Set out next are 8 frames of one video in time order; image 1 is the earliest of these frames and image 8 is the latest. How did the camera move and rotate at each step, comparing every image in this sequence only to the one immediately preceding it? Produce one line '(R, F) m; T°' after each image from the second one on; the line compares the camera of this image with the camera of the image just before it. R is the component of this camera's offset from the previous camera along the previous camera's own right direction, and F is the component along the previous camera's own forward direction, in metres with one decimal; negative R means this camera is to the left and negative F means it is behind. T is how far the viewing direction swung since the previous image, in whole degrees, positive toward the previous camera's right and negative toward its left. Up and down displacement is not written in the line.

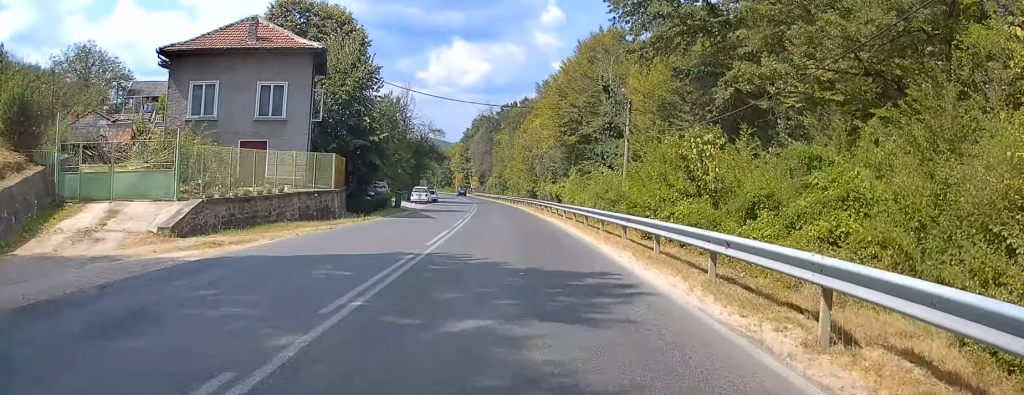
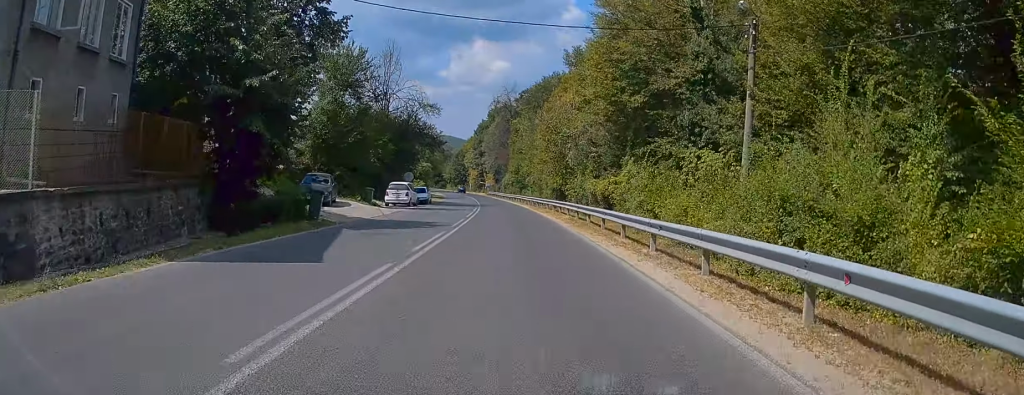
(-0.3, +19.8) m; -1°
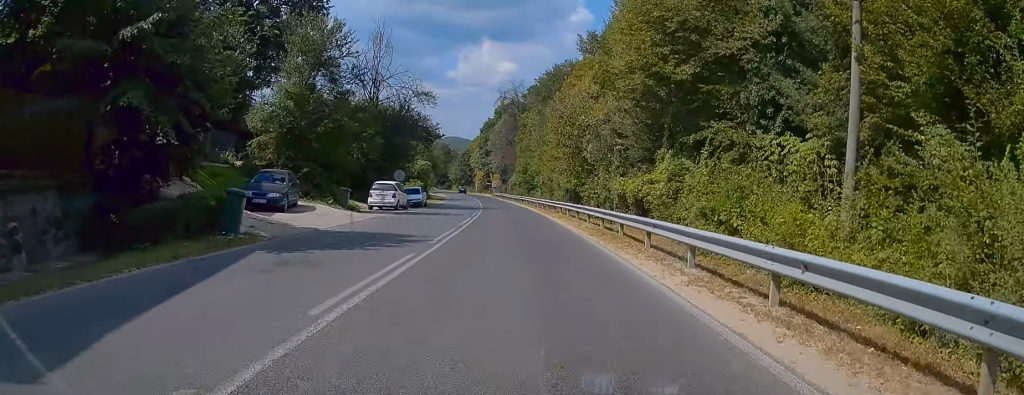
(0.0, +6.9) m; -1°
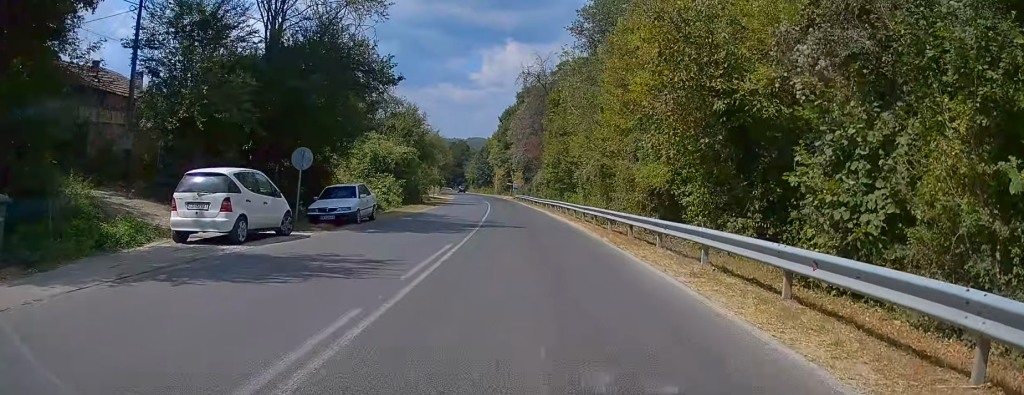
(-0.6, +23.2) m; -2°
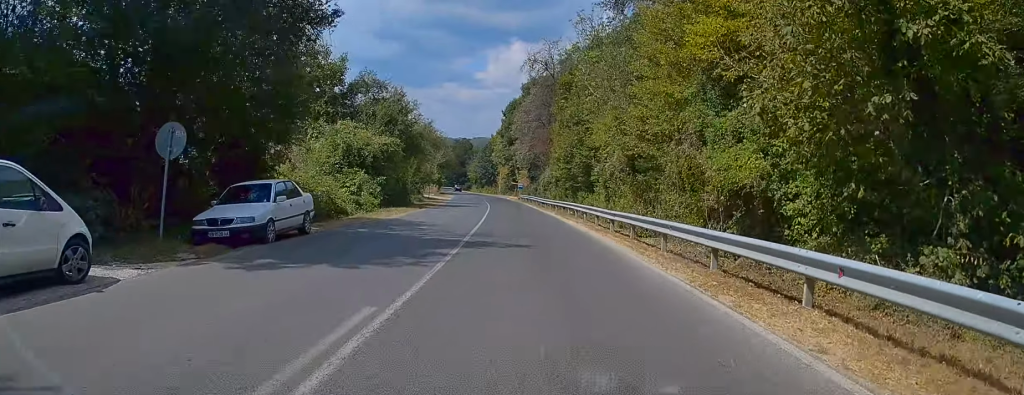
(0.0, +8.4) m; 0°
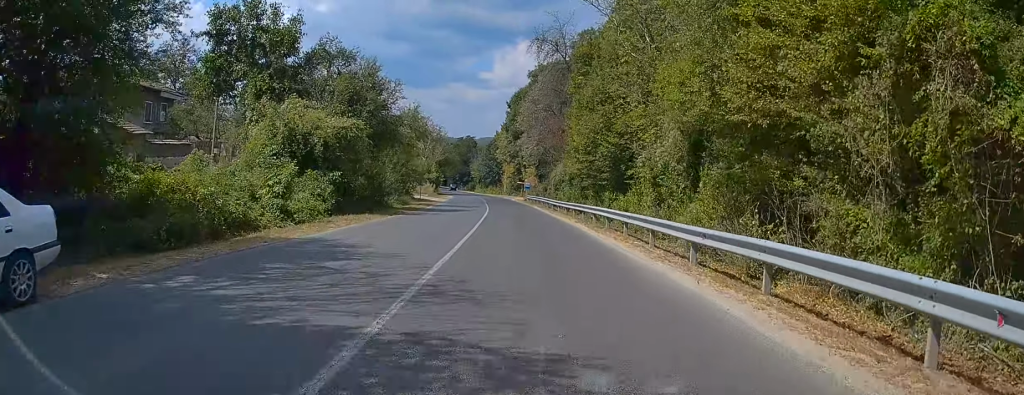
(0.0, +10.6) m; 0°
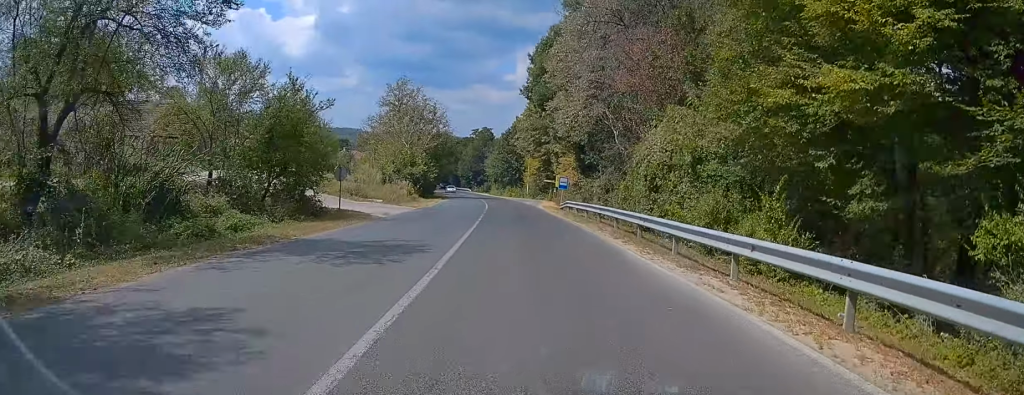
(-0.6, +34.1) m; -3°
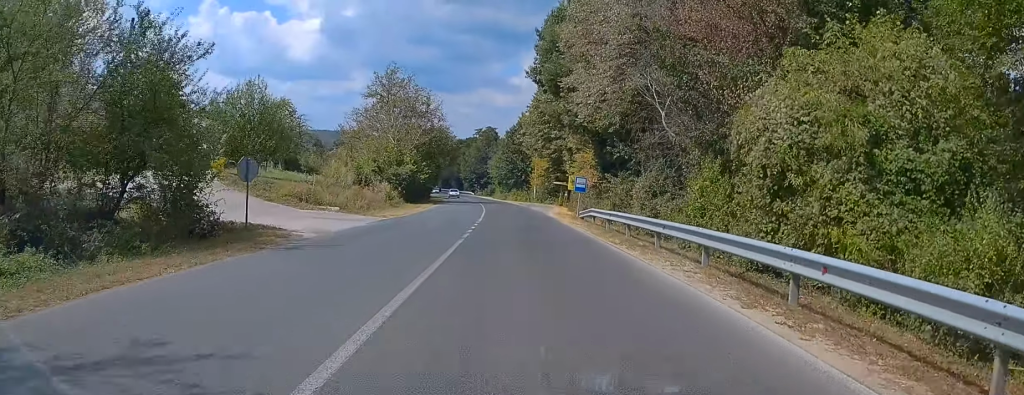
(-0.2, +10.7) m; -1°
